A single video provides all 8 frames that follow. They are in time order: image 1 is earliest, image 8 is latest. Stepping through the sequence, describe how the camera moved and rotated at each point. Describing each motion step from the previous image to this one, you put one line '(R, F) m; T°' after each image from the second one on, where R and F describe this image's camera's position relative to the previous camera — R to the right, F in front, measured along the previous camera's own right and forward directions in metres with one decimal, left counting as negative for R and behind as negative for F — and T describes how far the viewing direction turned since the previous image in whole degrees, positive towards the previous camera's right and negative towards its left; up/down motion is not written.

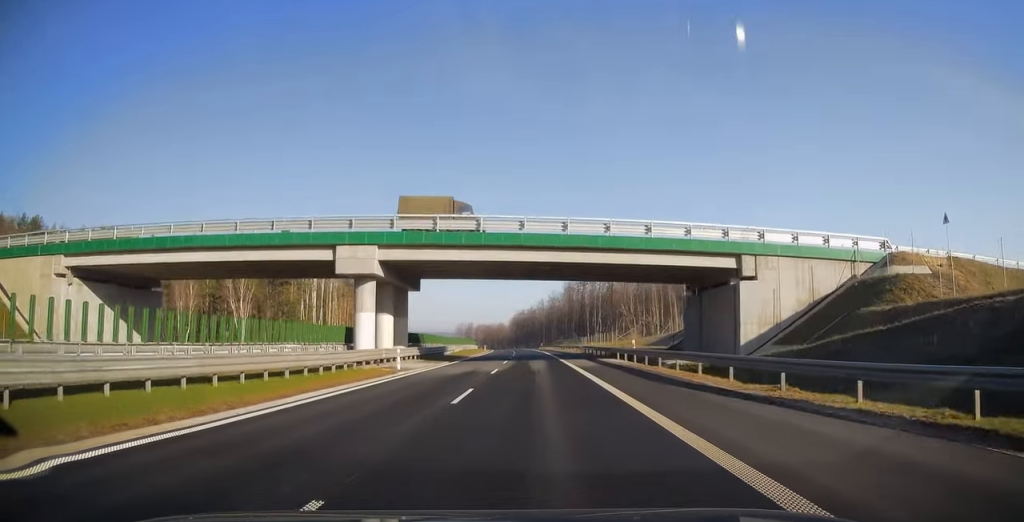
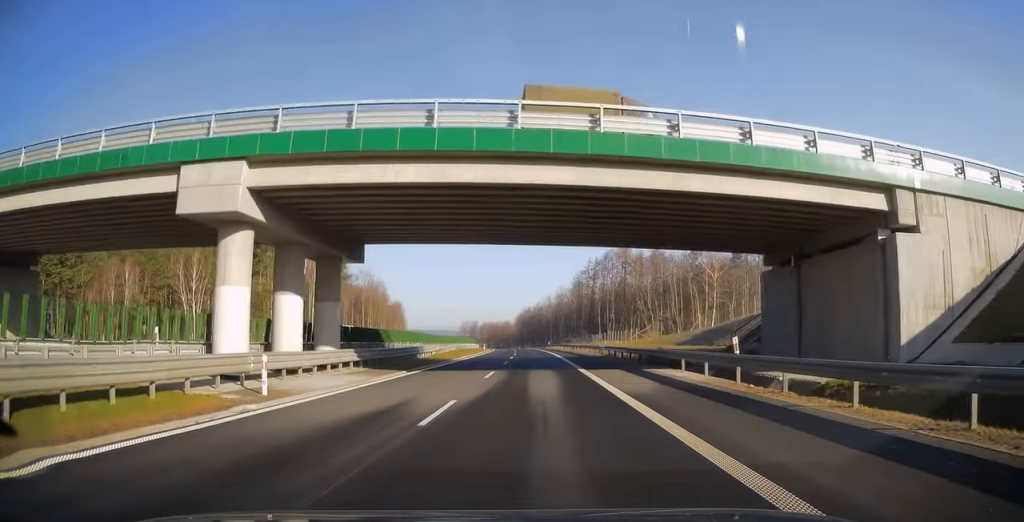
(0.0, +15.7) m; 0°
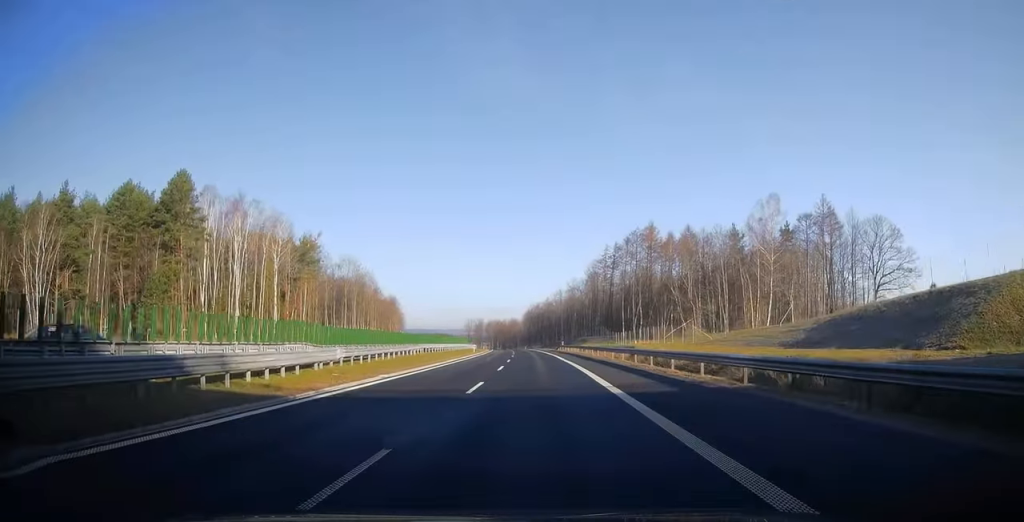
(-0.1, +30.4) m; -1°
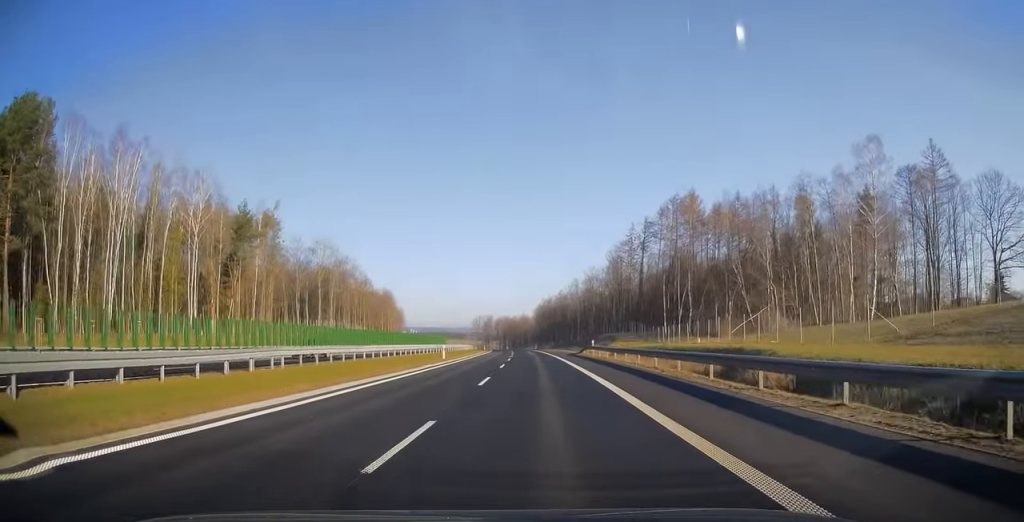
(-0.6, +33.5) m; -2°
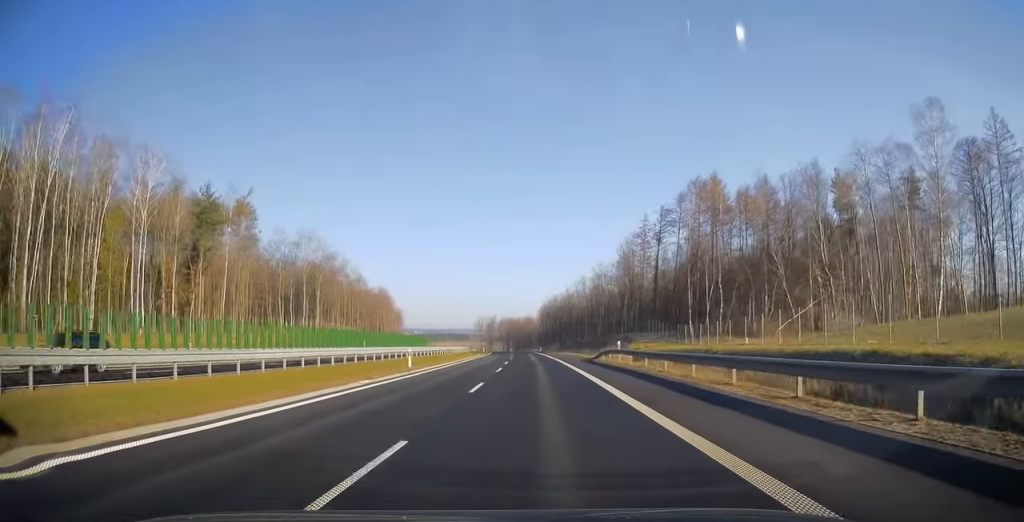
(-0.1, +14.0) m; -1°
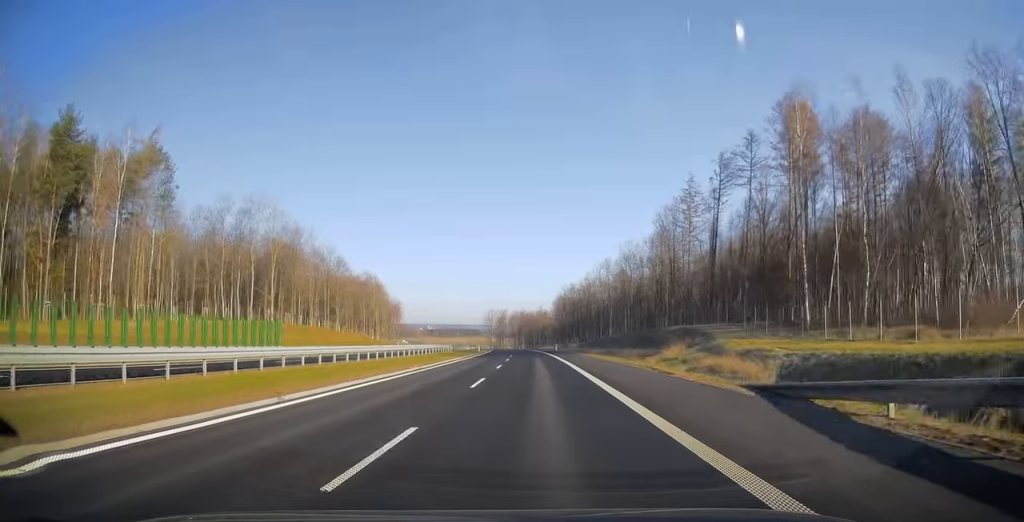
(-0.1, +35.1) m; -1°
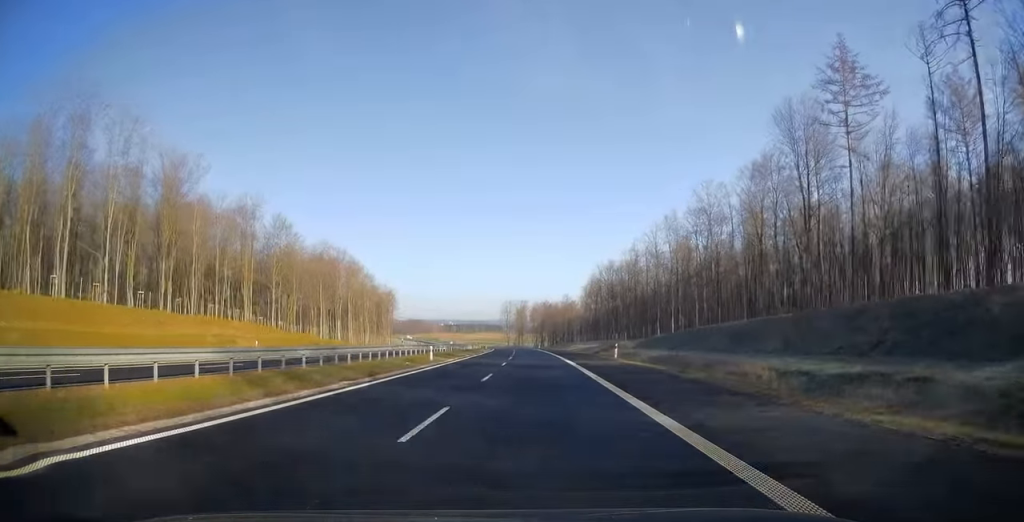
(-1.1, +57.8) m; -2°
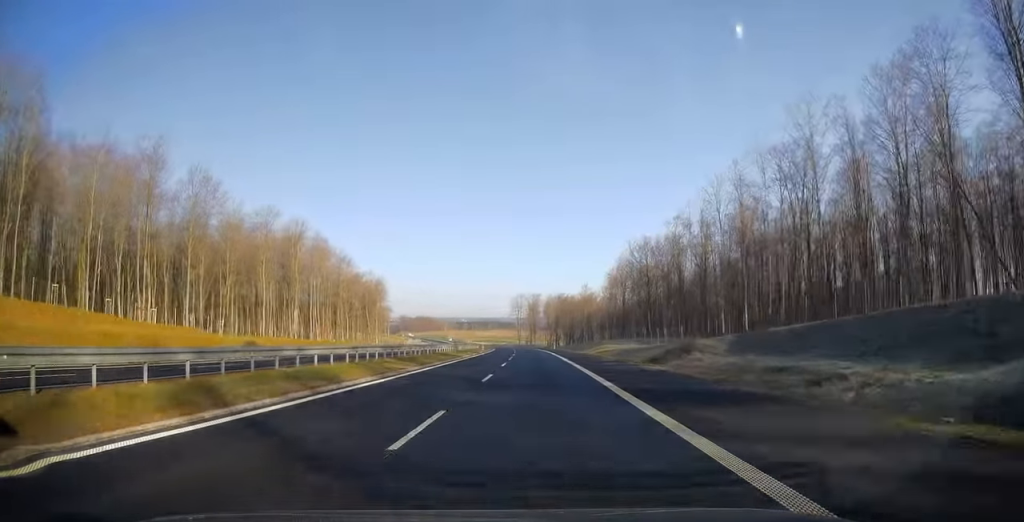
(-0.3, +36.9) m; -1°
